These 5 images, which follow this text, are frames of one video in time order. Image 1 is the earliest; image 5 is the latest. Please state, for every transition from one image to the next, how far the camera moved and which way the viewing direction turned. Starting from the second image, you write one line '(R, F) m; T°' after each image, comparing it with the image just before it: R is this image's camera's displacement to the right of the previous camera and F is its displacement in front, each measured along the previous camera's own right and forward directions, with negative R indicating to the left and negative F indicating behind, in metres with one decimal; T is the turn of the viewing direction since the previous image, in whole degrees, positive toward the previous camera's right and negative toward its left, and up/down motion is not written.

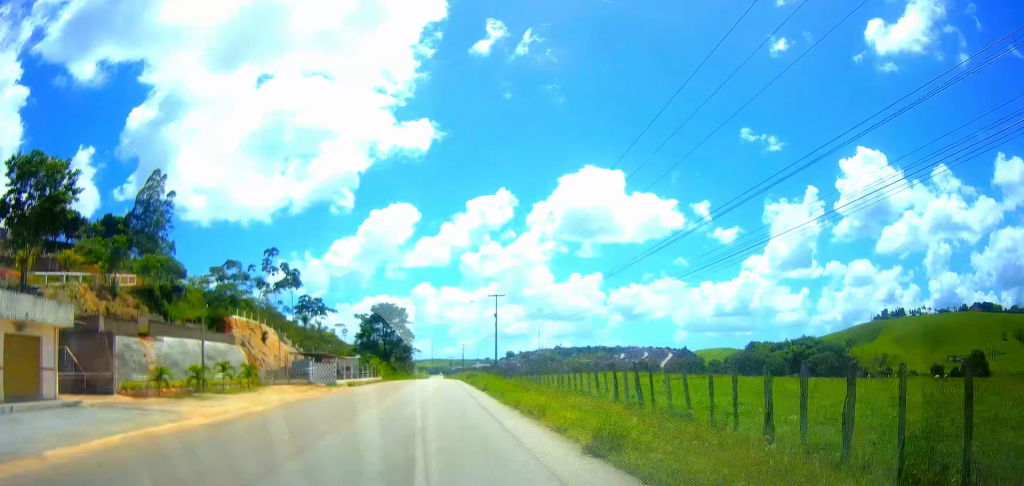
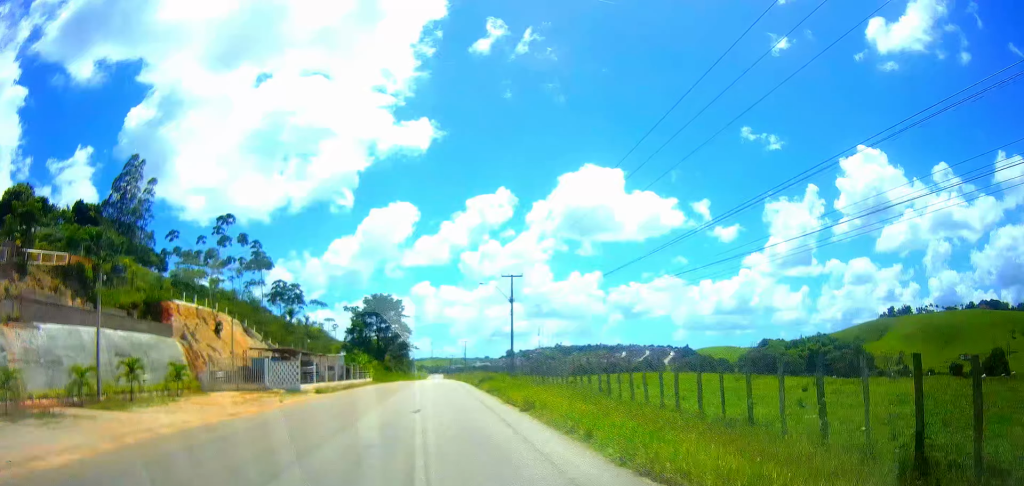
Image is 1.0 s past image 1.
(0.0, +12.9) m; -1°
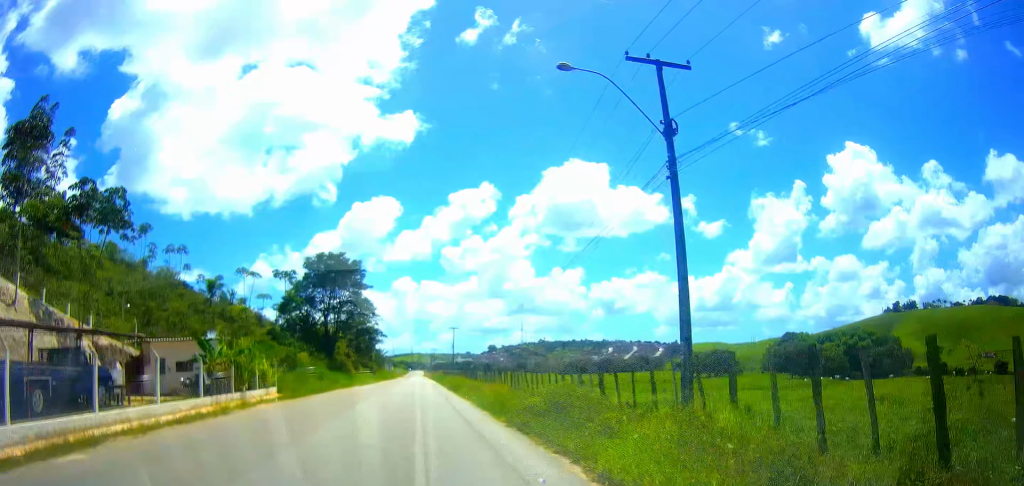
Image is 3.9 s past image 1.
(-0.7, +36.2) m; 0°
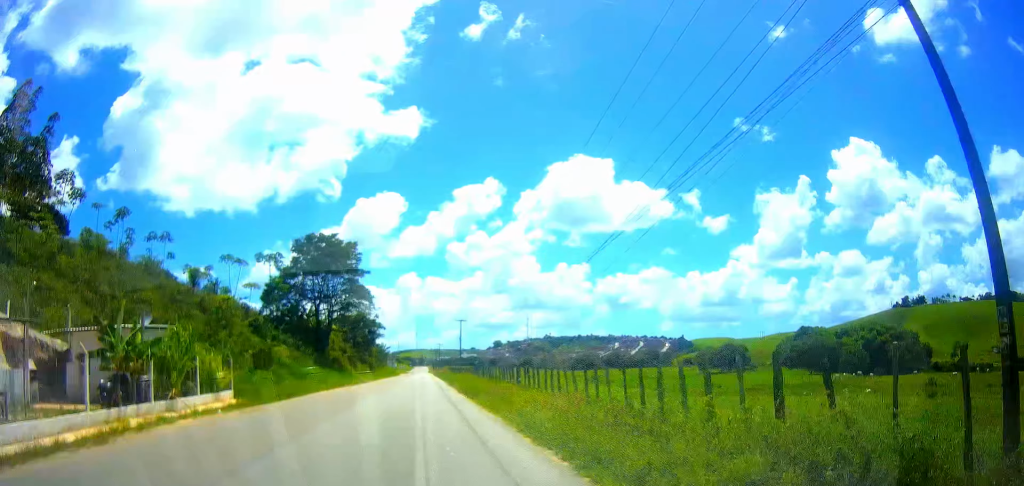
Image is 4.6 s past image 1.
(0.0, +8.6) m; 0°
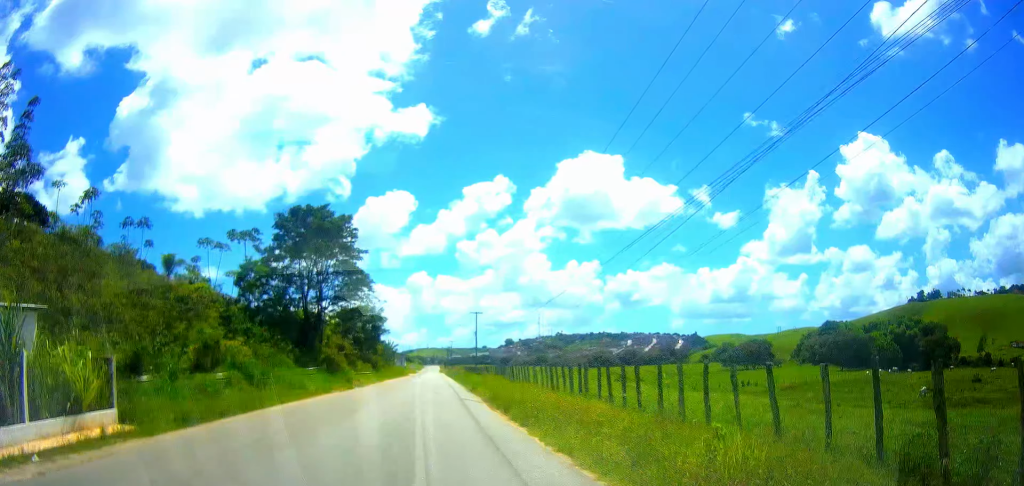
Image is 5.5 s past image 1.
(0.0, +11.4) m; 0°
